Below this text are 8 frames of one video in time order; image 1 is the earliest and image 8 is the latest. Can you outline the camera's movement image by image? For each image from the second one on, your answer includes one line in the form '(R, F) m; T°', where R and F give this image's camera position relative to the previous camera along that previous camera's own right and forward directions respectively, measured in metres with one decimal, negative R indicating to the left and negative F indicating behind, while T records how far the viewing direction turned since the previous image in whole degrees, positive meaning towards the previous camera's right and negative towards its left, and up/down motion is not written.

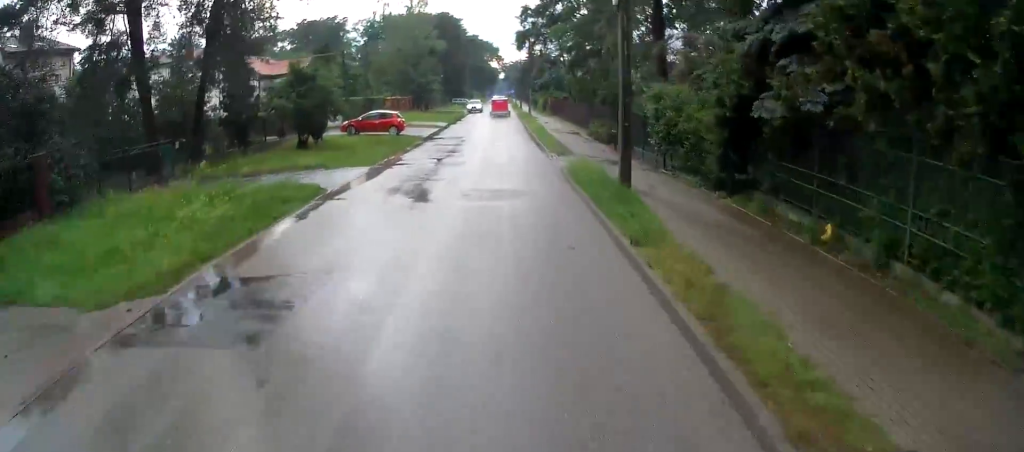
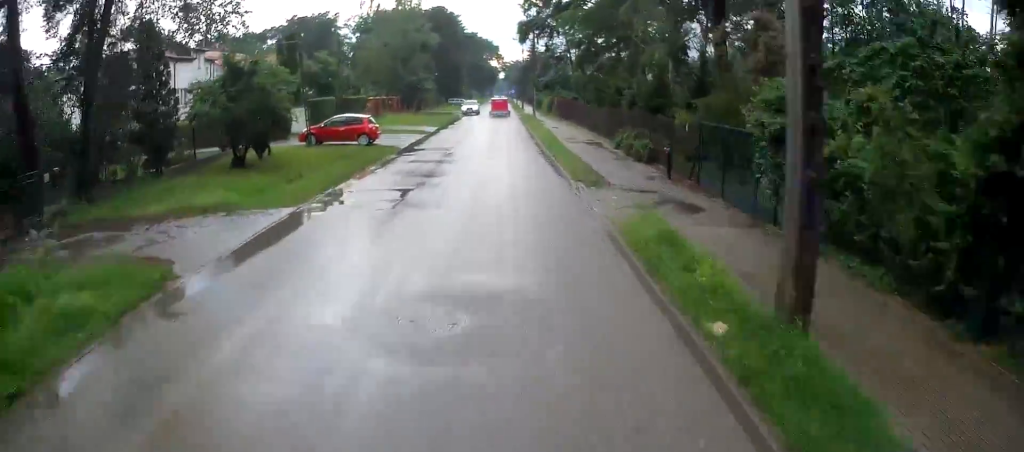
(+0.4, +7.9) m; +1°
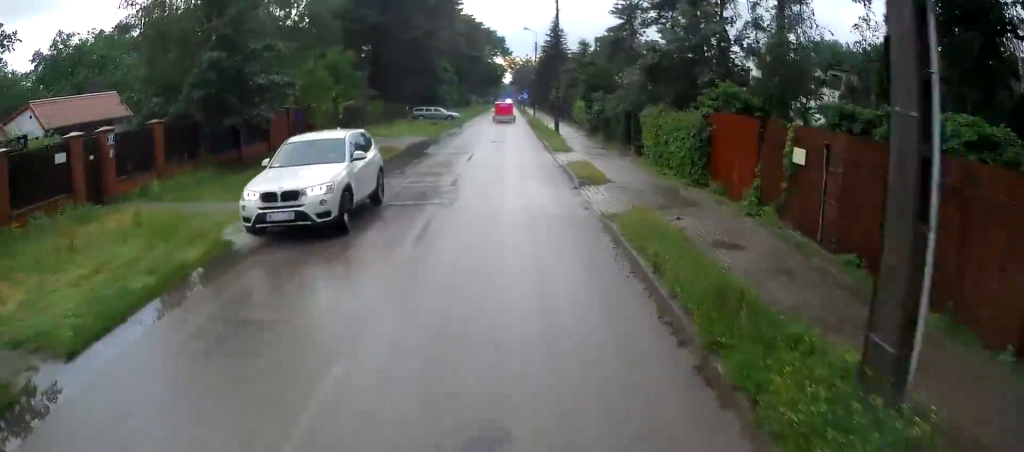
(-0.4, +46.6) m; -1°
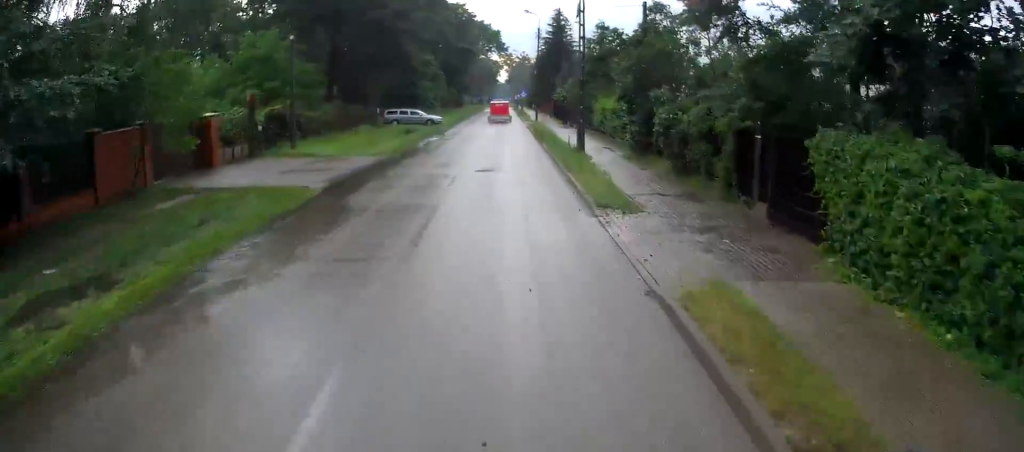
(-0.1, +12.5) m; +1°
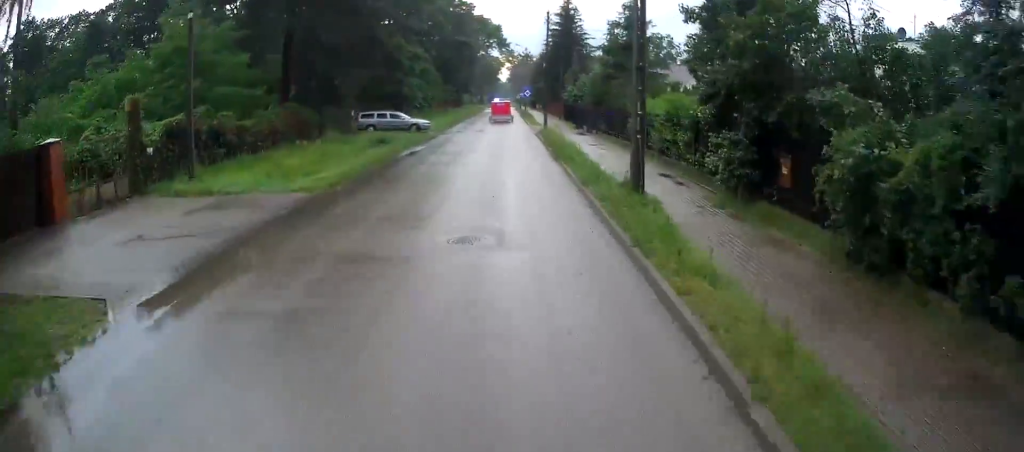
(+0.2, +9.1) m; +1°
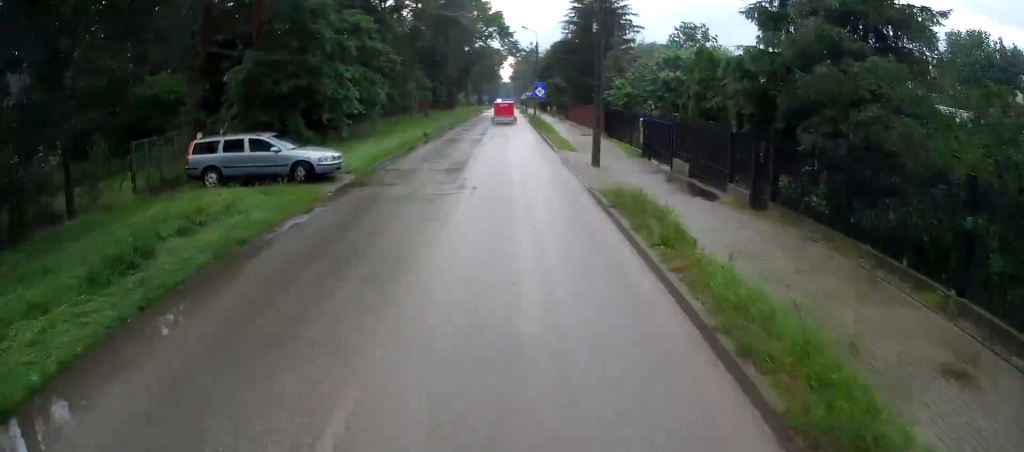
(+0.5, +22.1) m; 0°
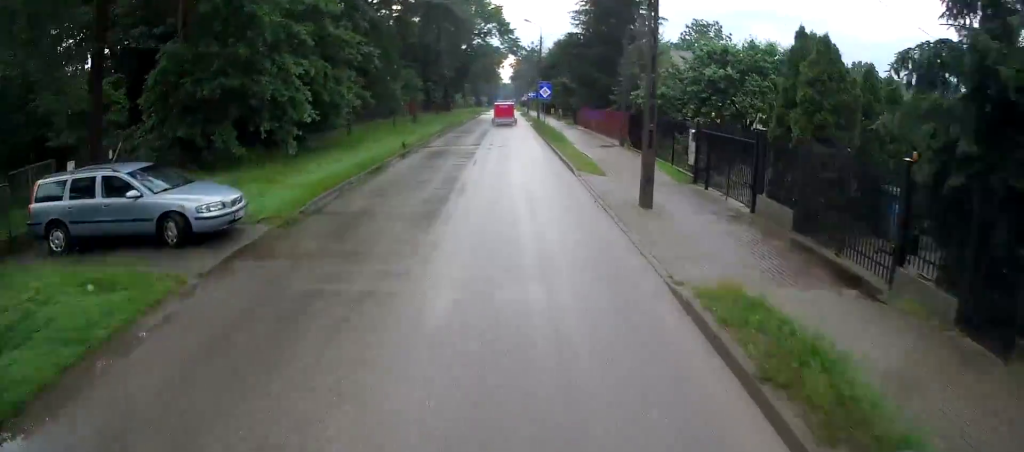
(-0.2, +6.9) m; -1°
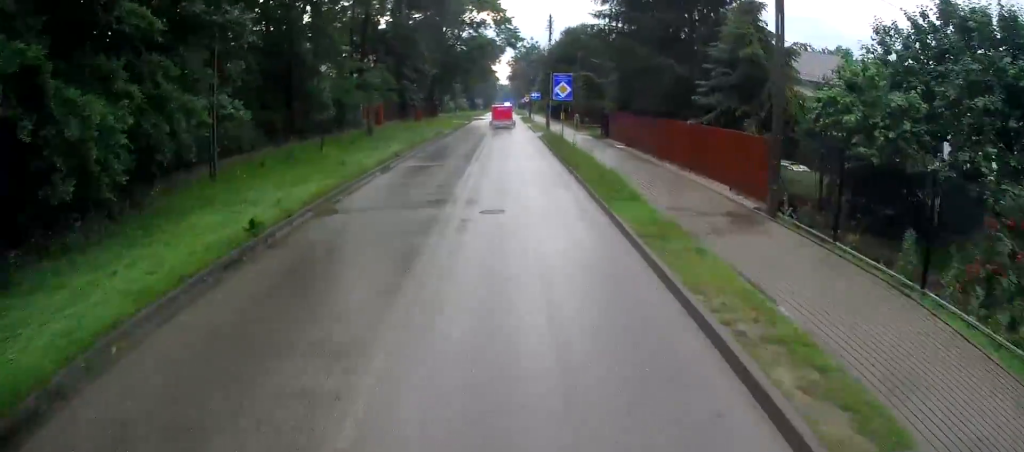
(-0.2, +15.9) m; 0°
